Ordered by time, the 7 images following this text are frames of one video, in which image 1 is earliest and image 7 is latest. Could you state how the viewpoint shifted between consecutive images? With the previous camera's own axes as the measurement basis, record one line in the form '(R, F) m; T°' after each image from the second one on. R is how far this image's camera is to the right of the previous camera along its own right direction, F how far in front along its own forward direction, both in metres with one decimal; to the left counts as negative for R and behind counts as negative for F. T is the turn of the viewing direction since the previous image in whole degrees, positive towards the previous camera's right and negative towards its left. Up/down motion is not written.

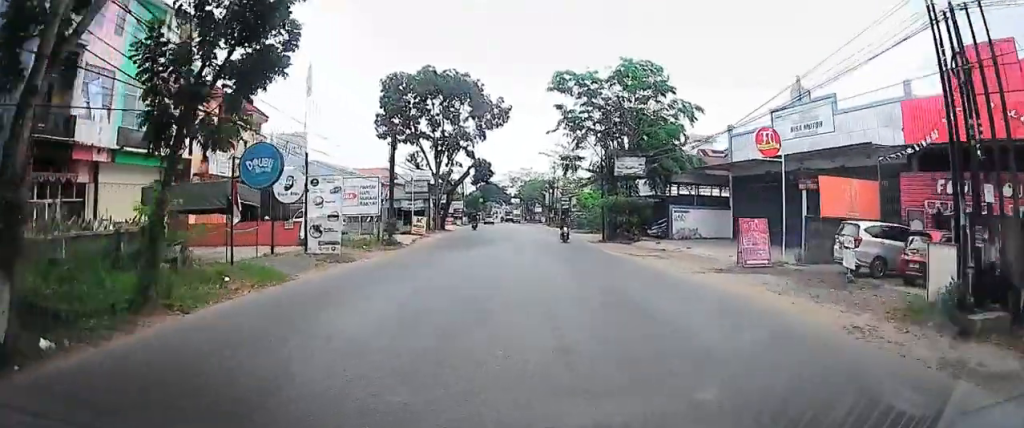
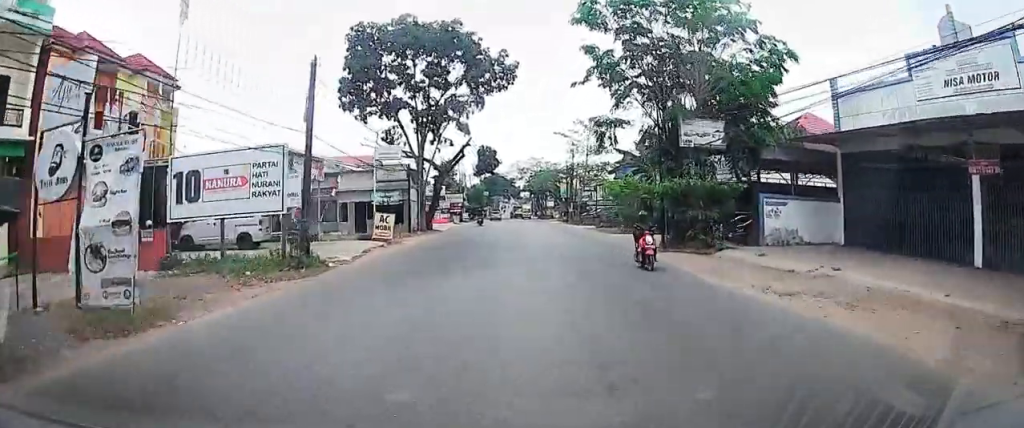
(0.0, +13.1) m; 0°
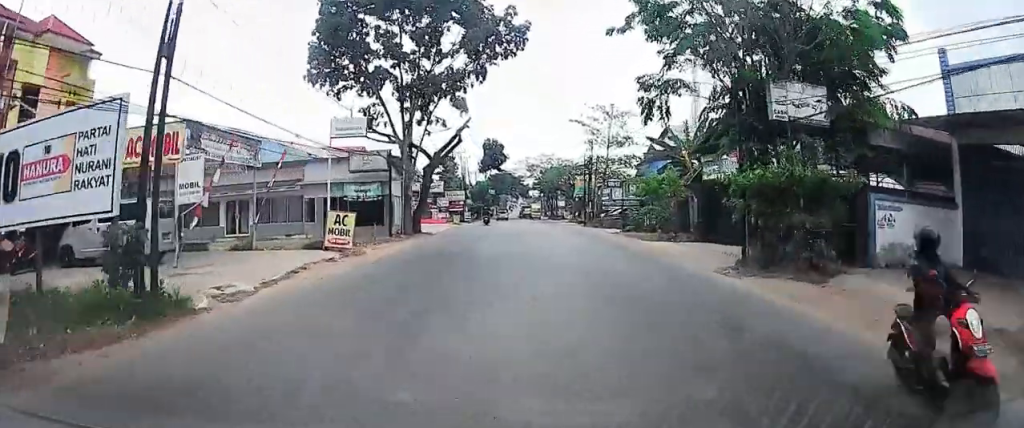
(0.0, +8.0) m; 0°
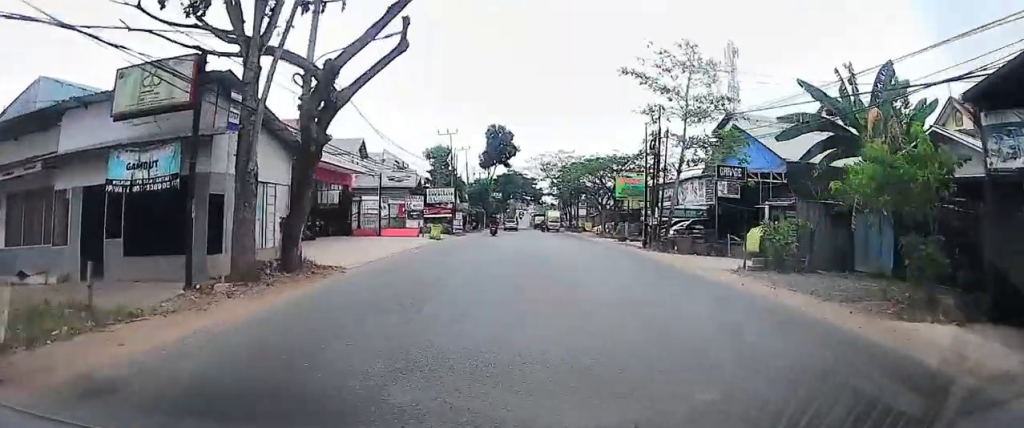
(0.0, +20.4) m; -1°
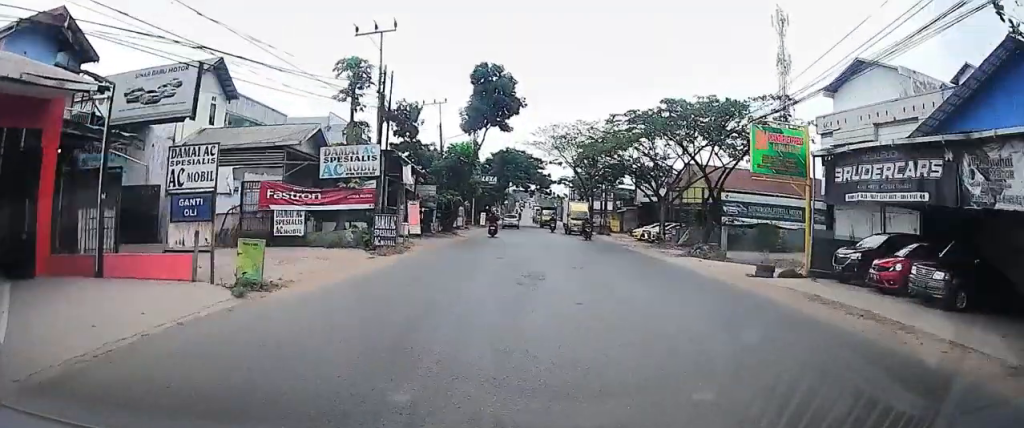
(-0.3, +25.4) m; -1°
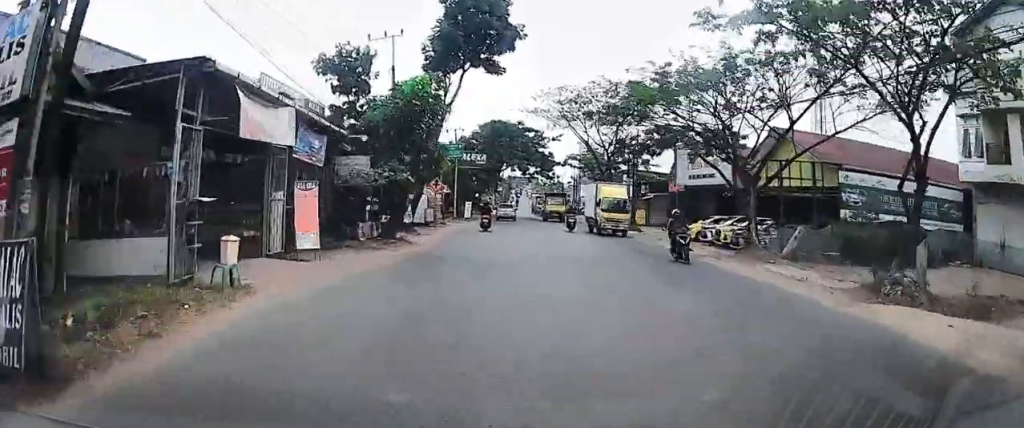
(0.0, +17.0) m; -1°
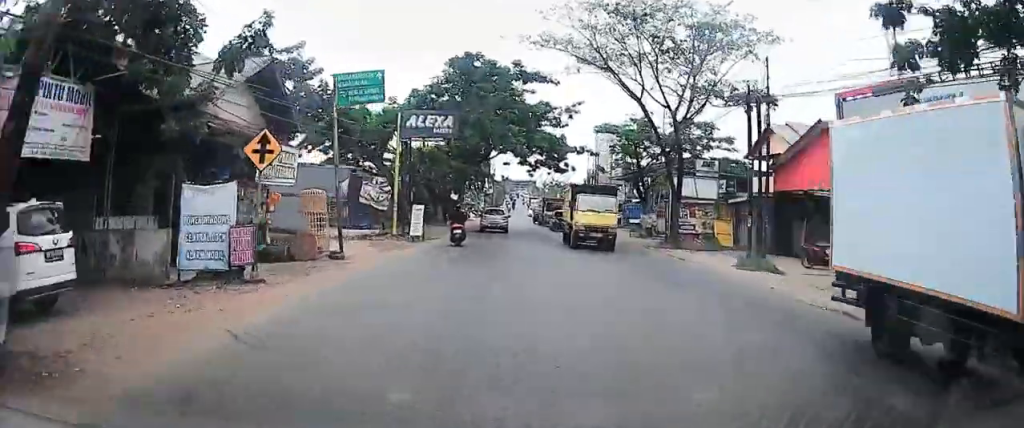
(-0.6, +27.4) m; -1°
